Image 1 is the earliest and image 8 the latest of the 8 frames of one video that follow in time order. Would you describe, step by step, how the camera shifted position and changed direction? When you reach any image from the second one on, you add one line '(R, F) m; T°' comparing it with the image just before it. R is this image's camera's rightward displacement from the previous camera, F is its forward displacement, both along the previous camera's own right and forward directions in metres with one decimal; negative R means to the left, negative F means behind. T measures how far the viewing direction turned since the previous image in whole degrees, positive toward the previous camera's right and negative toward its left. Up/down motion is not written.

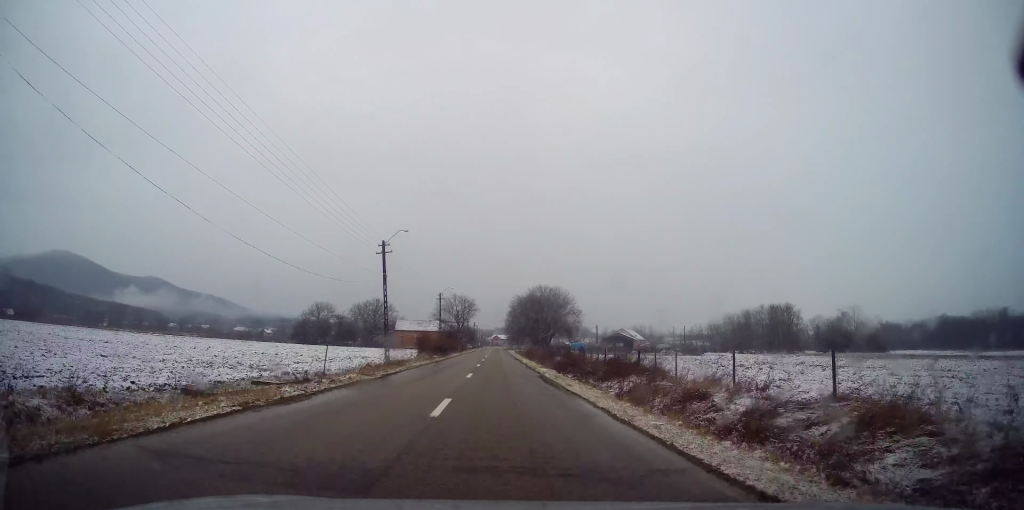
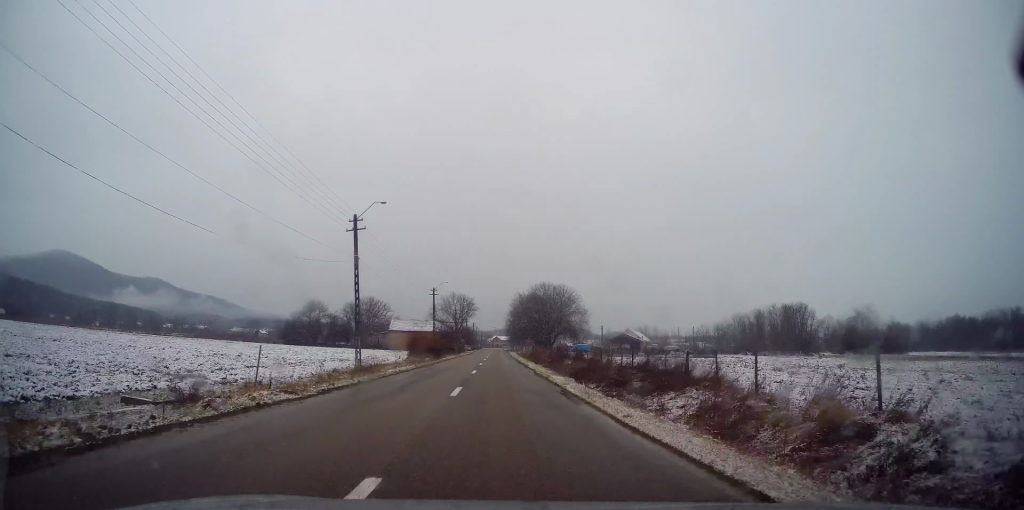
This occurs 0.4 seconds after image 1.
(+0.1, +7.6) m; 0°
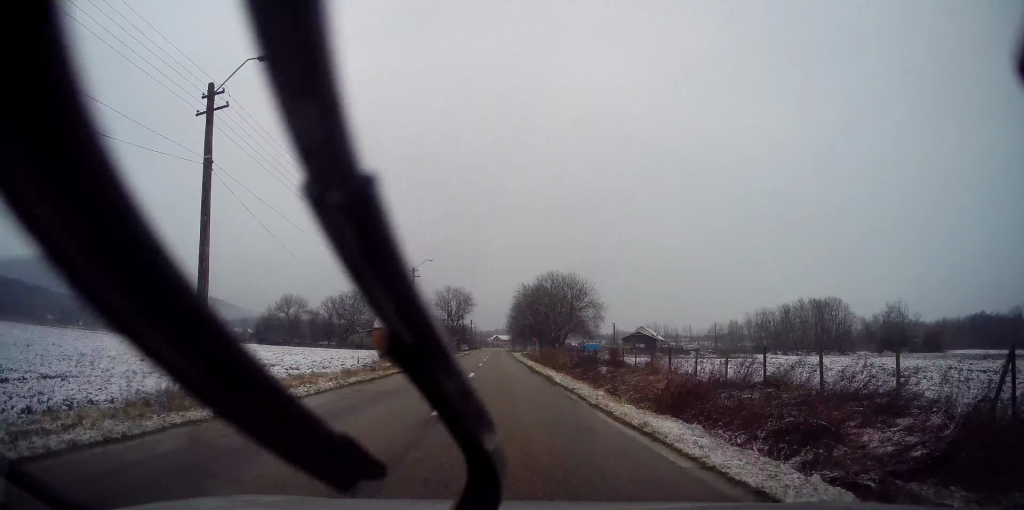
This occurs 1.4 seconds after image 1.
(-0.2, +16.4) m; 0°
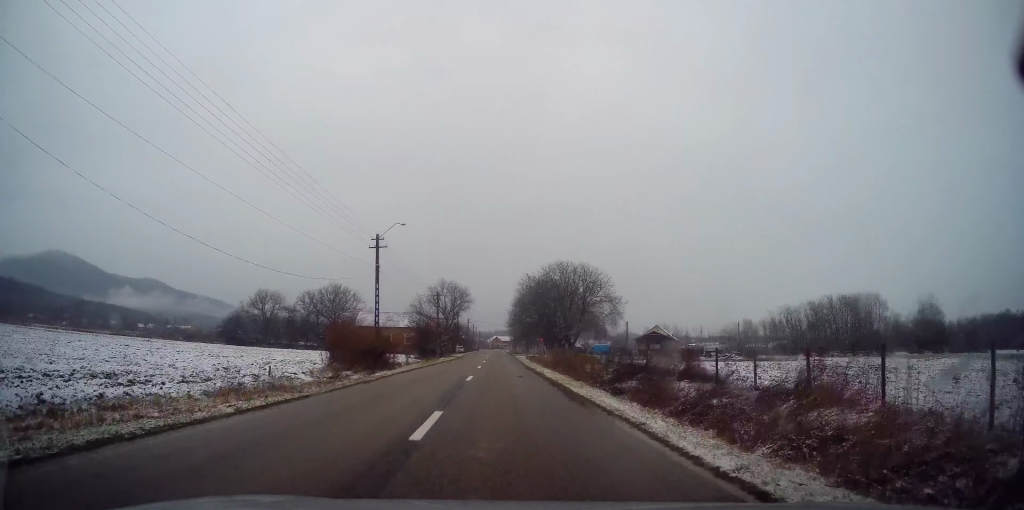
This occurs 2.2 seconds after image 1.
(+0.2, +14.4) m; +1°
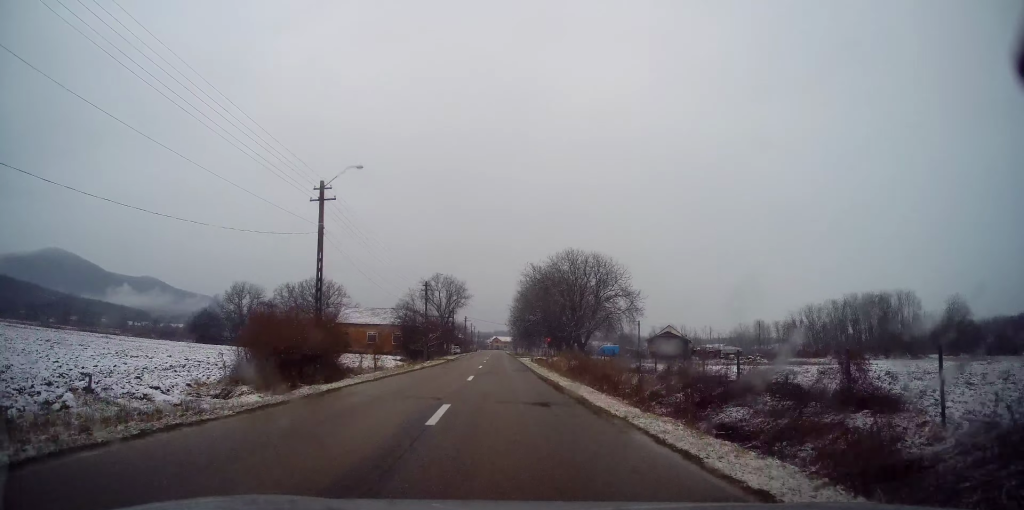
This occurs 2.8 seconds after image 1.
(+0.1, +10.9) m; 0°
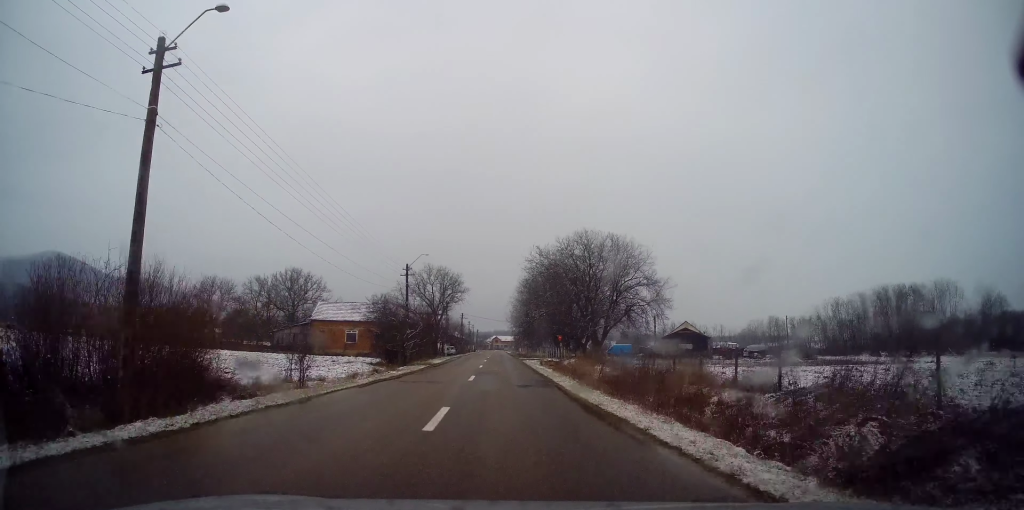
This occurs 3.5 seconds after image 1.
(0.0, +11.8) m; 0°
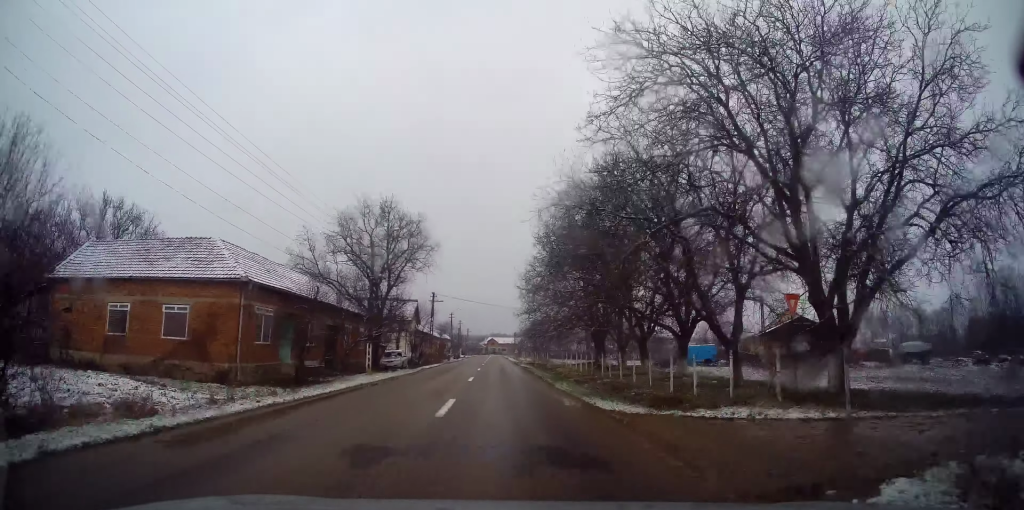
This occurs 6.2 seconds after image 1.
(-0.9, +44.6) m; 0°
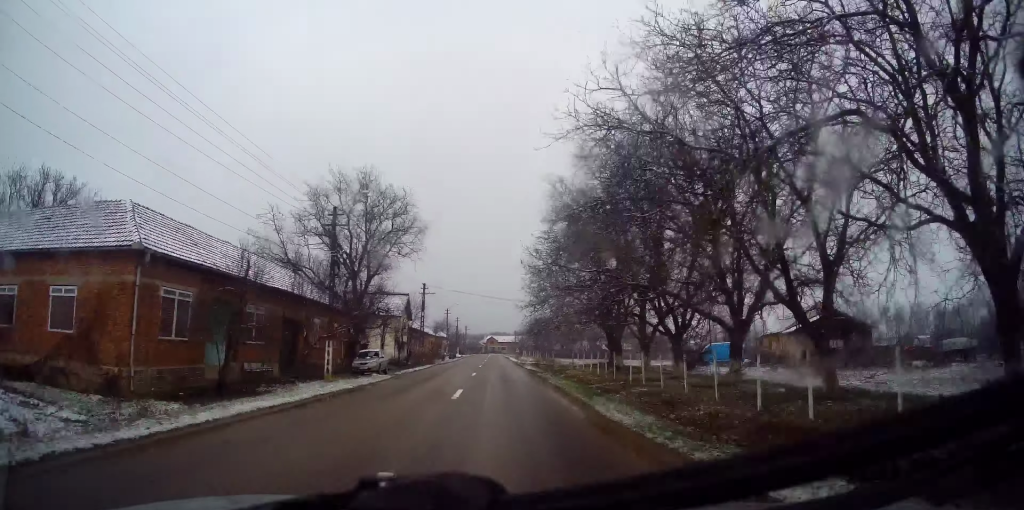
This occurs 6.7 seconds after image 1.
(+0.1, +7.7) m; 0°
